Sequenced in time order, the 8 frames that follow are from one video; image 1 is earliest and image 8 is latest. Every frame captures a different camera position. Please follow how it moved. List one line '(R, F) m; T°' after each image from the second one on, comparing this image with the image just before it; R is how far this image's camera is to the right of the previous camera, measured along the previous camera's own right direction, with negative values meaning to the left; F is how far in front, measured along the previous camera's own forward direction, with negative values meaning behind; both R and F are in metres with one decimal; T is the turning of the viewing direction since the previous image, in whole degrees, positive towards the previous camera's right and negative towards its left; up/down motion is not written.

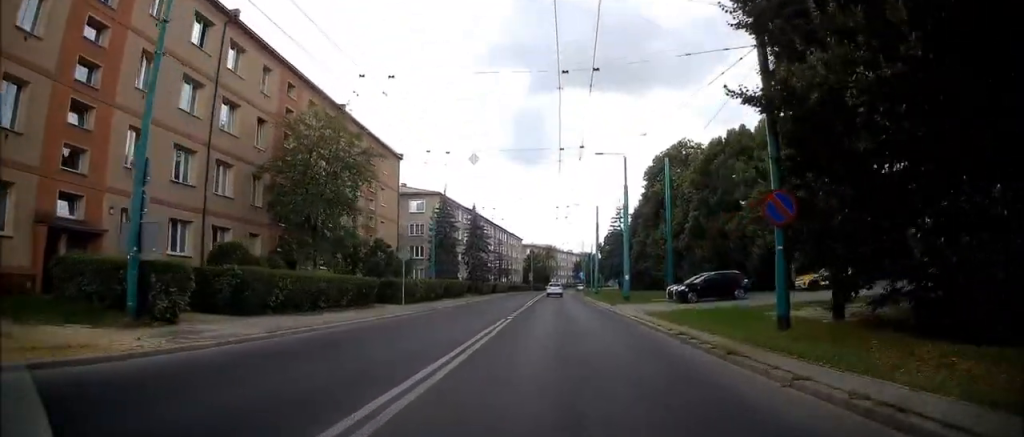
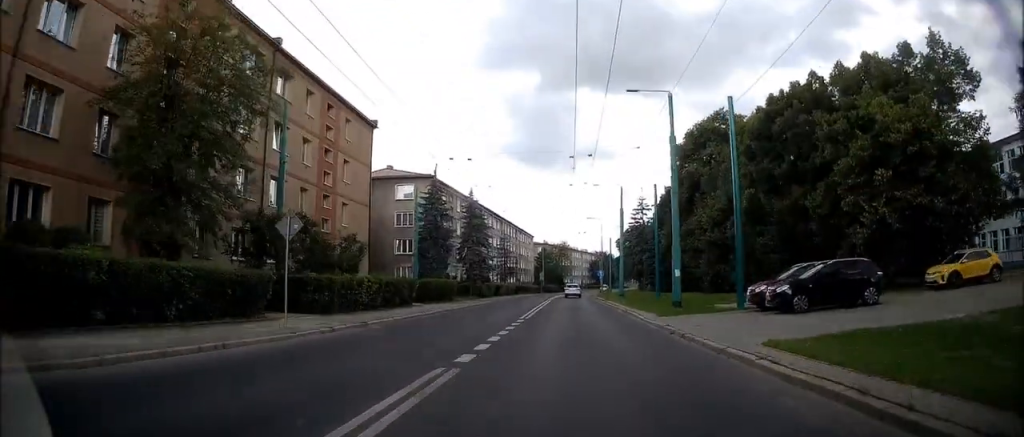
(-0.5, +11.4) m; -3°
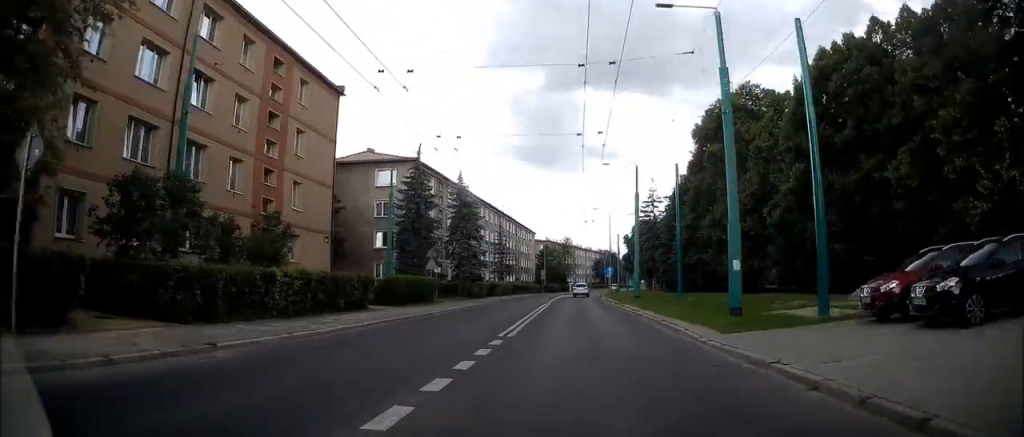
(-0.1, +7.6) m; 0°
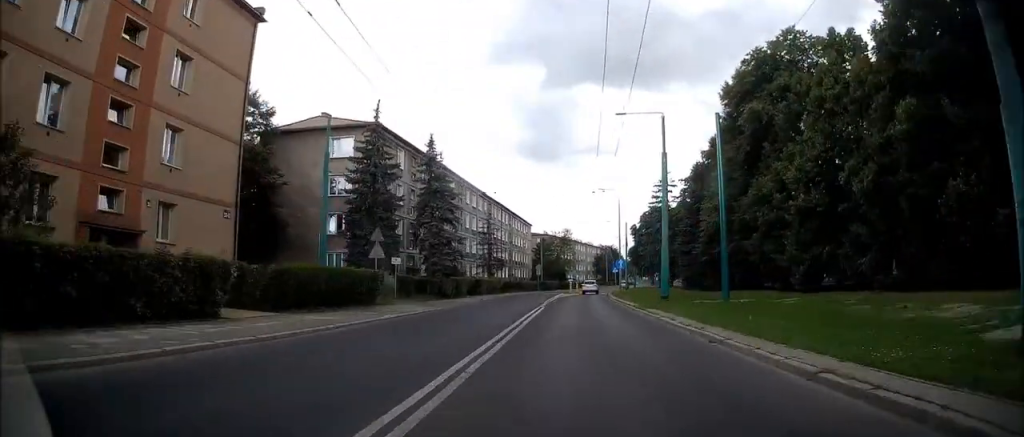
(0.0, +12.7) m; +1°
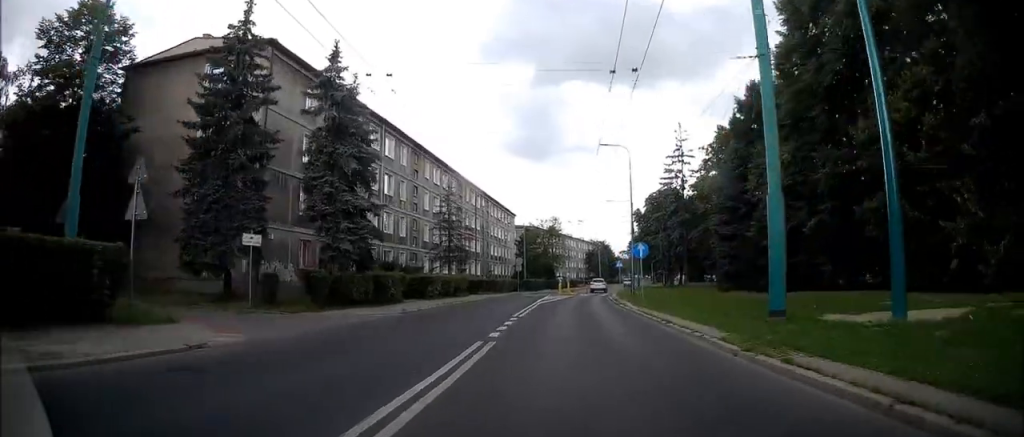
(+0.4, +22.1) m; +1°
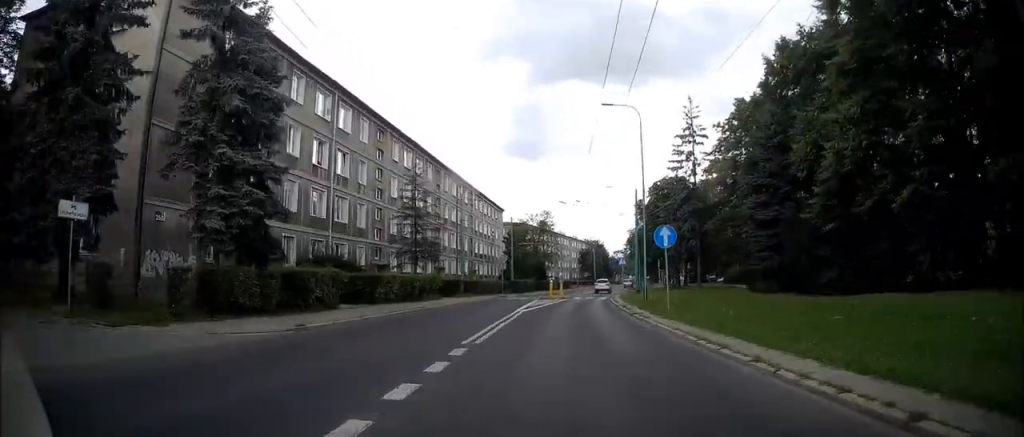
(0.0, +12.7) m; +1°
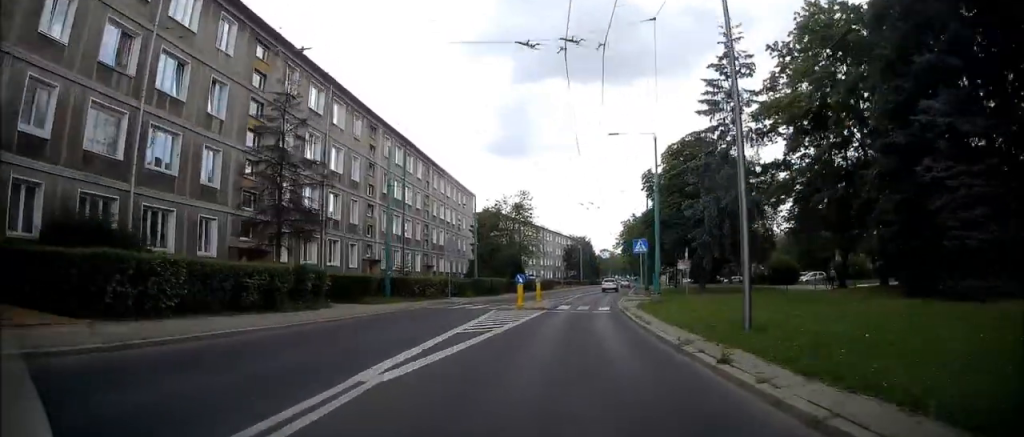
(+0.4, +23.4) m; +2°
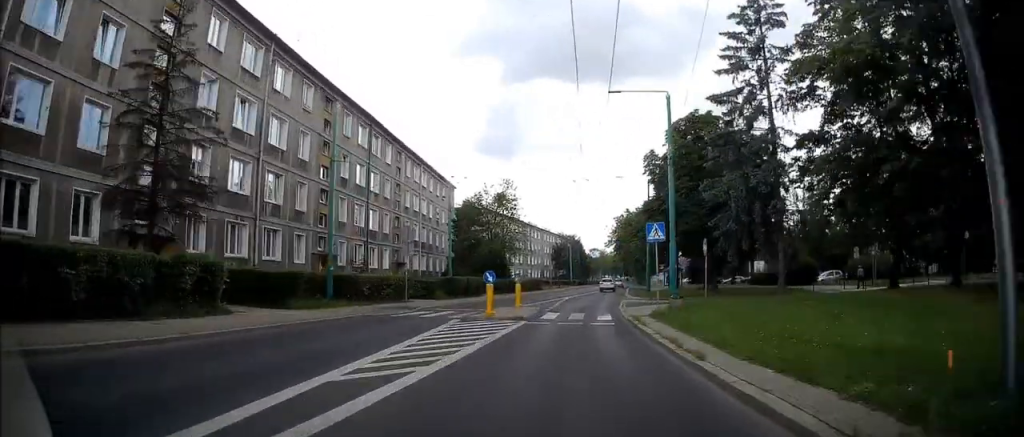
(0.0, +8.7) m; 0°
